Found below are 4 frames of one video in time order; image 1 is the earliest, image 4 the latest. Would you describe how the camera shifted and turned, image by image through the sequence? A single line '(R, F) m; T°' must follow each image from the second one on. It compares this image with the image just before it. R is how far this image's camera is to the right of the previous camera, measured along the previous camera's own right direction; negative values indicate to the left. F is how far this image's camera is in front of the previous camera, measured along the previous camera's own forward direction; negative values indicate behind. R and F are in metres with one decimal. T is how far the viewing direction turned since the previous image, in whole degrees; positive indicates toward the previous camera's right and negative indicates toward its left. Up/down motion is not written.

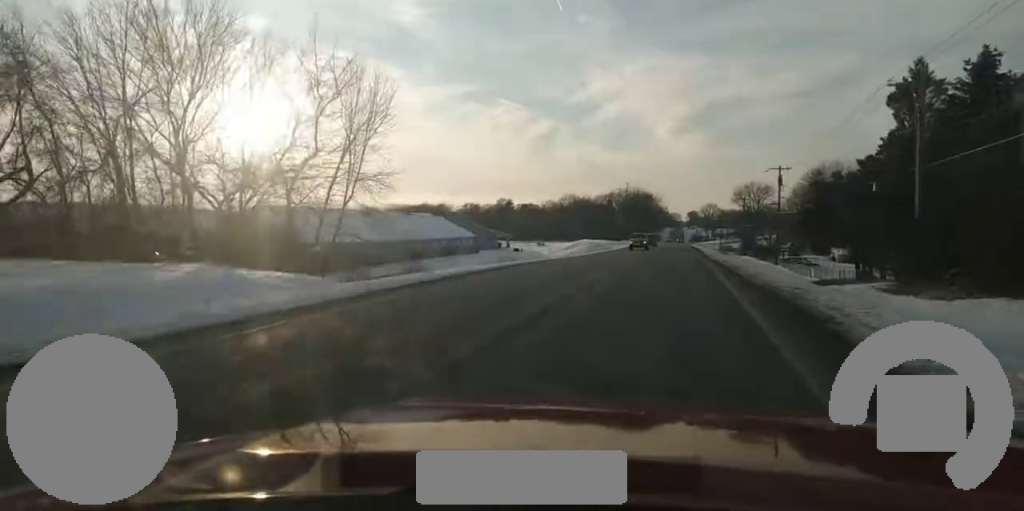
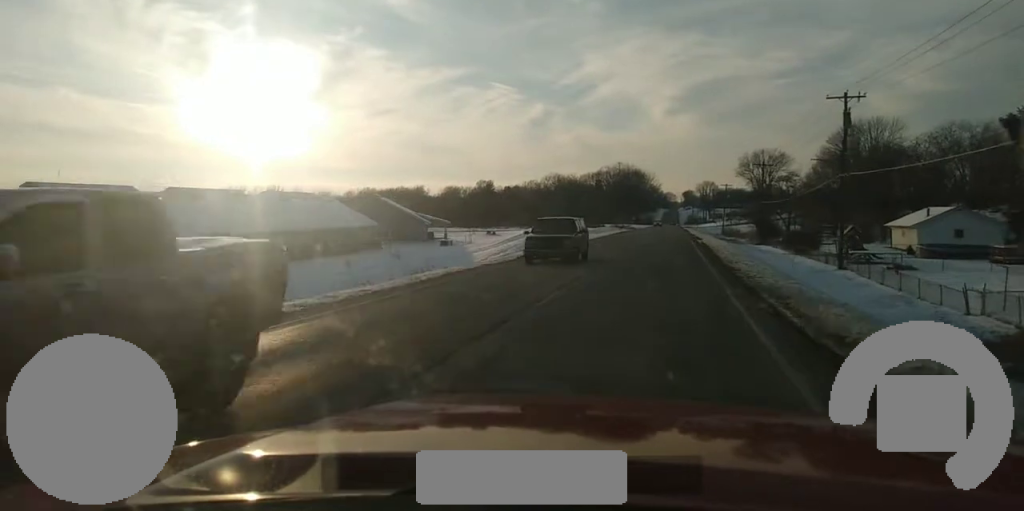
(+1.0, +40.3) m; +1°
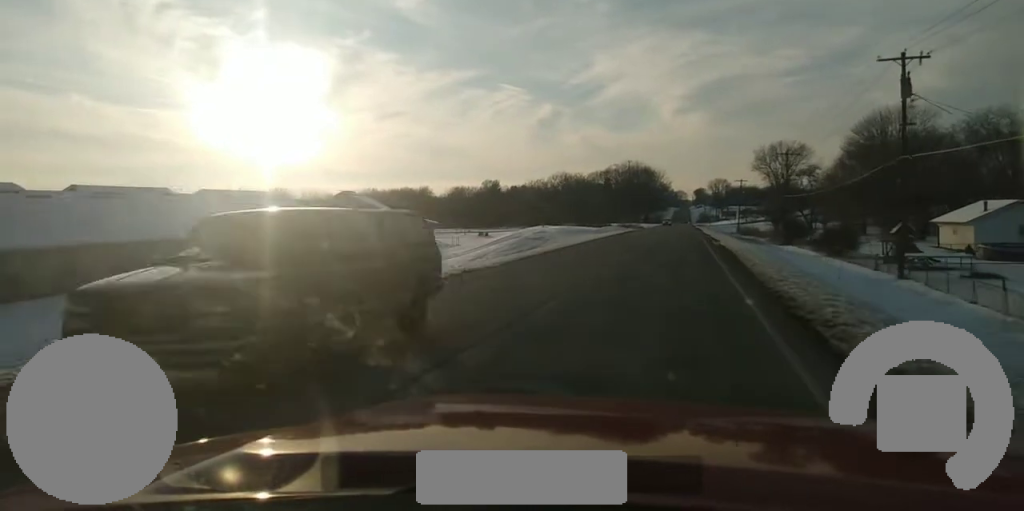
(-0.1, +11.7) m; -1°
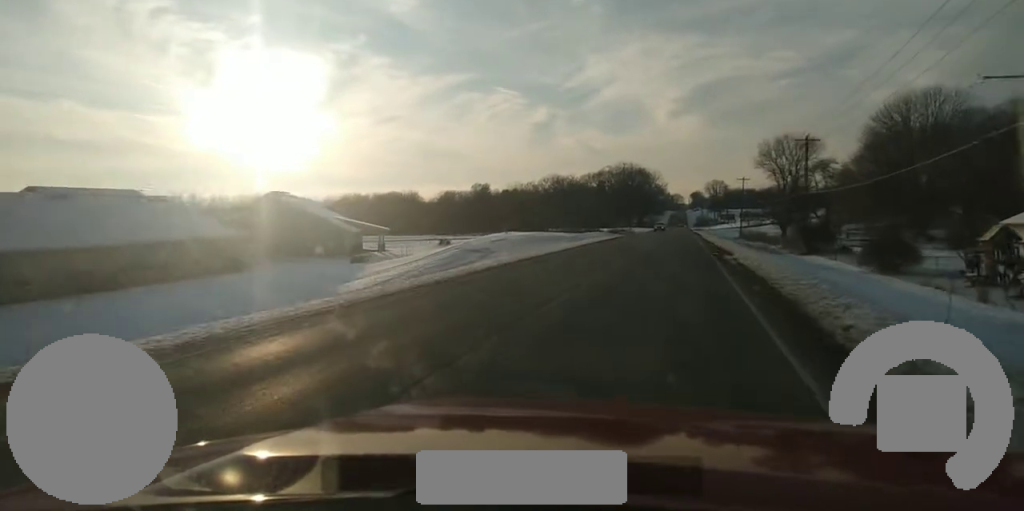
(-0.2, +17.7) m; 0°
